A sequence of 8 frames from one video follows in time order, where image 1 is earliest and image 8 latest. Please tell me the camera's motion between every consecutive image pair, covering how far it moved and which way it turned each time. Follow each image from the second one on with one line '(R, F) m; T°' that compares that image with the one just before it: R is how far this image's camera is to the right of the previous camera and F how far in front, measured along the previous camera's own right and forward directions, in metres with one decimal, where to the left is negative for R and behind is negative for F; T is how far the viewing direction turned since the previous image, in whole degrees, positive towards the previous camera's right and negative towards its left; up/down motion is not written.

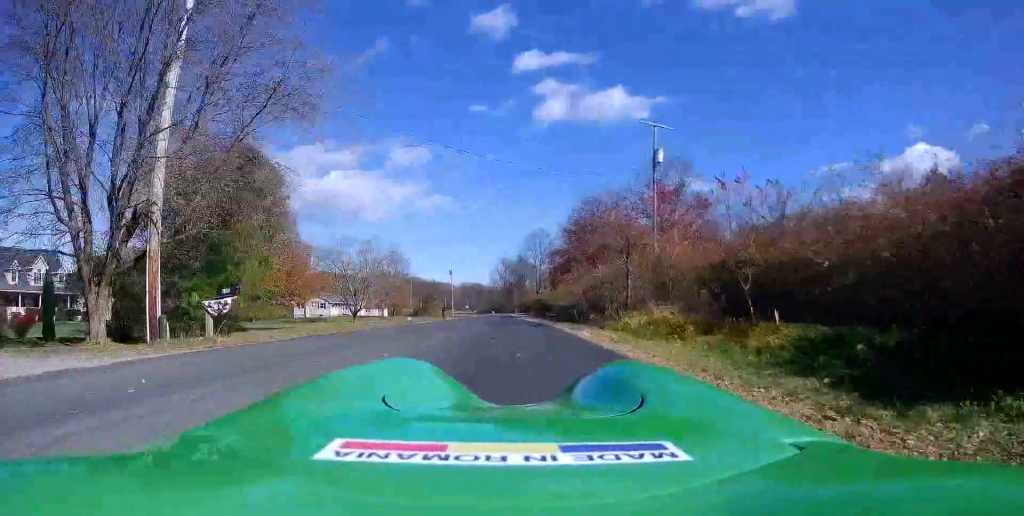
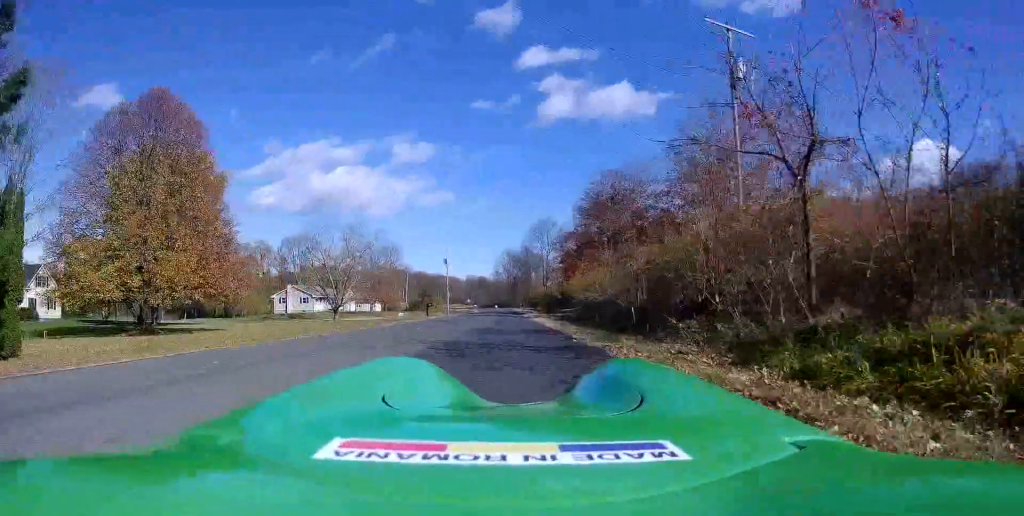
(-0.4, +13.5) m; 0°
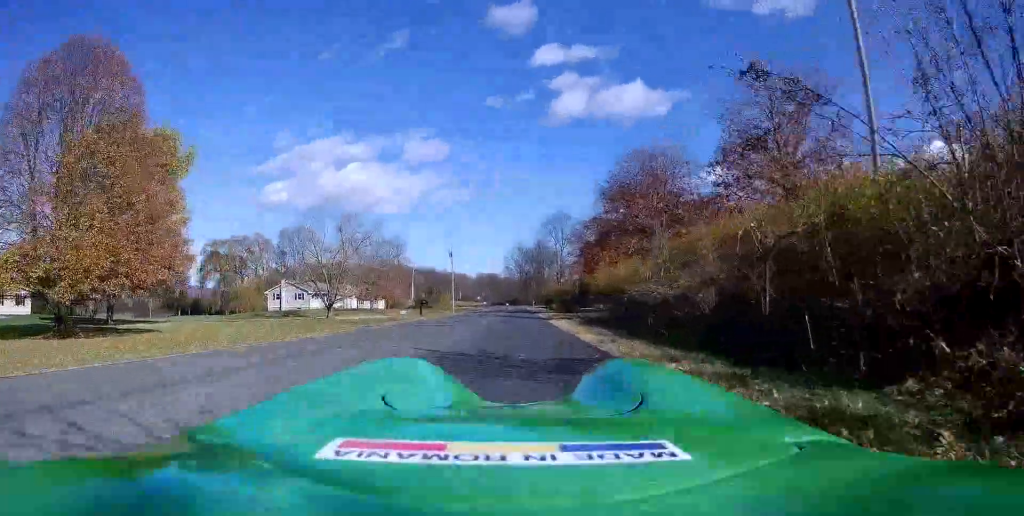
(+0.2, +8.6) m; 0°
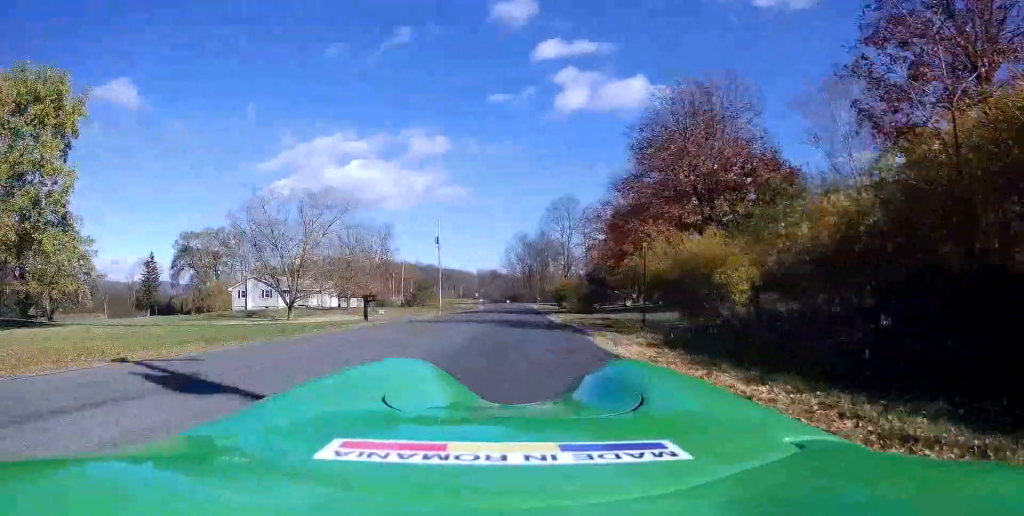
(-0.3, +15.0) m; 0°
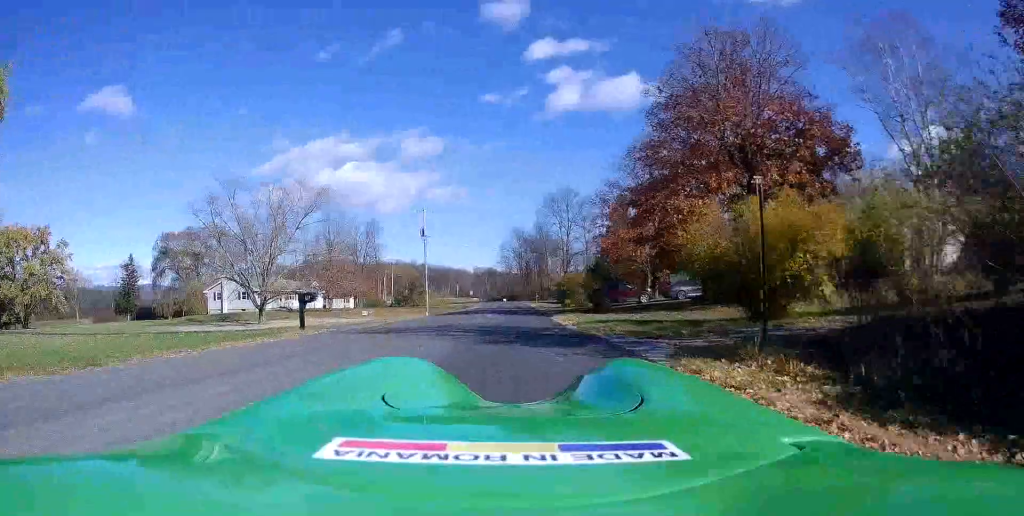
(0.0, +7.5) m; +1°
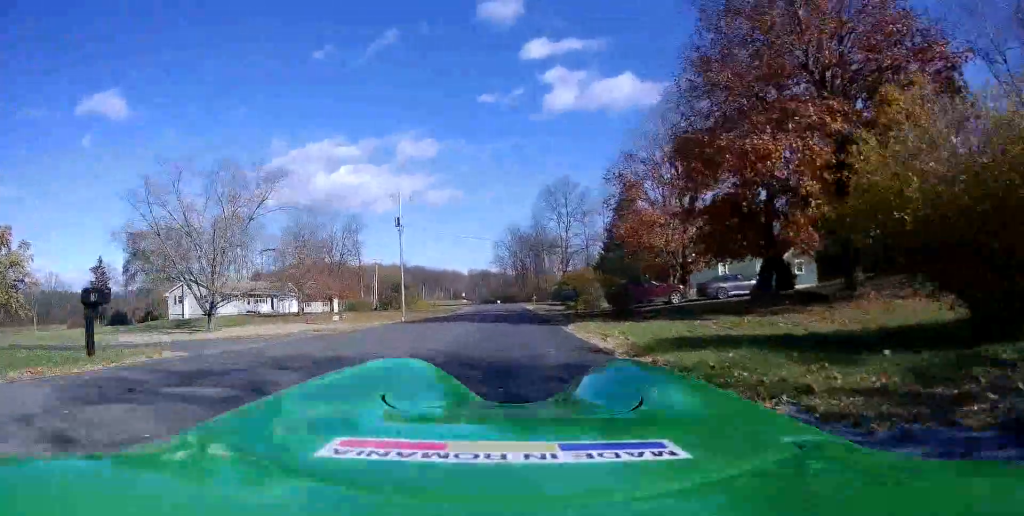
(+0.3, +9.6) m; +2°
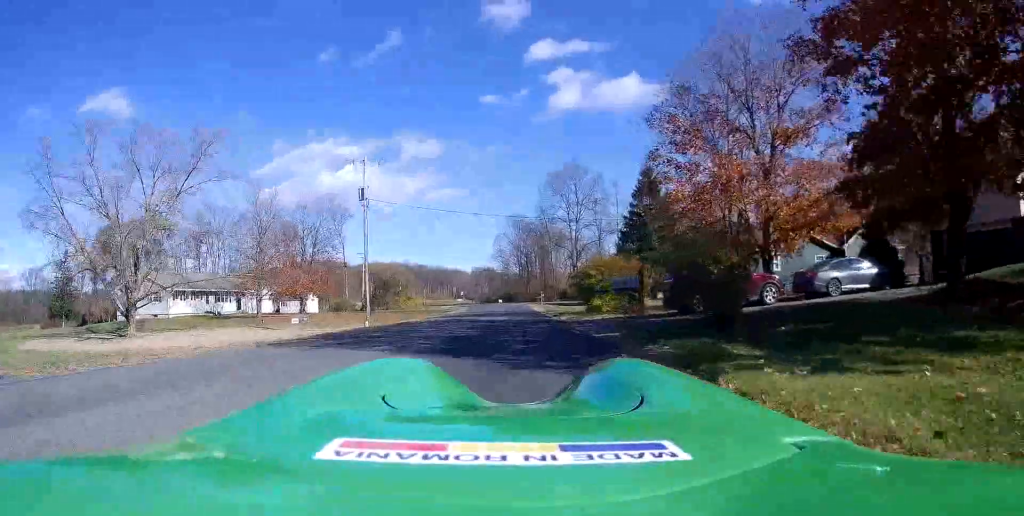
(-0.1, +12.2) m; 0°
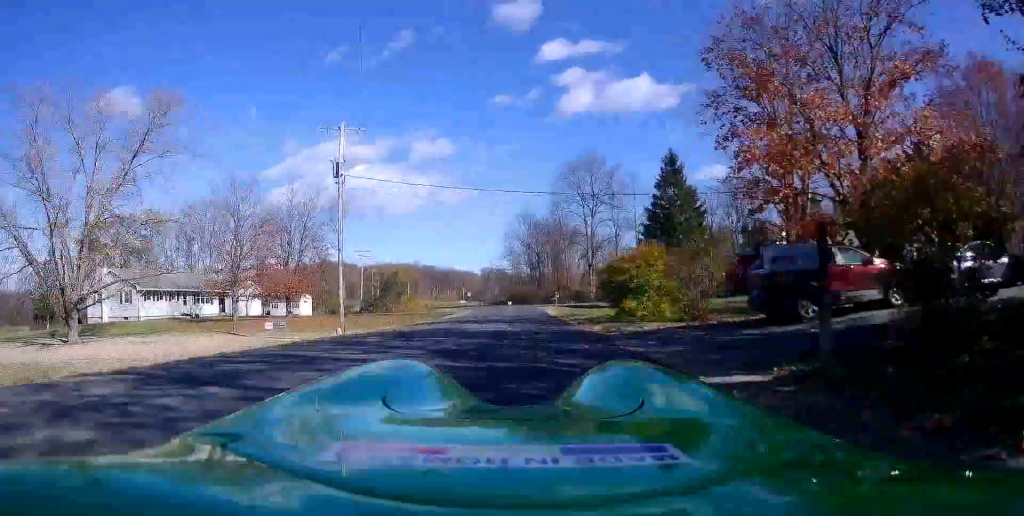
(+0.1, +7.5) m; -2°
